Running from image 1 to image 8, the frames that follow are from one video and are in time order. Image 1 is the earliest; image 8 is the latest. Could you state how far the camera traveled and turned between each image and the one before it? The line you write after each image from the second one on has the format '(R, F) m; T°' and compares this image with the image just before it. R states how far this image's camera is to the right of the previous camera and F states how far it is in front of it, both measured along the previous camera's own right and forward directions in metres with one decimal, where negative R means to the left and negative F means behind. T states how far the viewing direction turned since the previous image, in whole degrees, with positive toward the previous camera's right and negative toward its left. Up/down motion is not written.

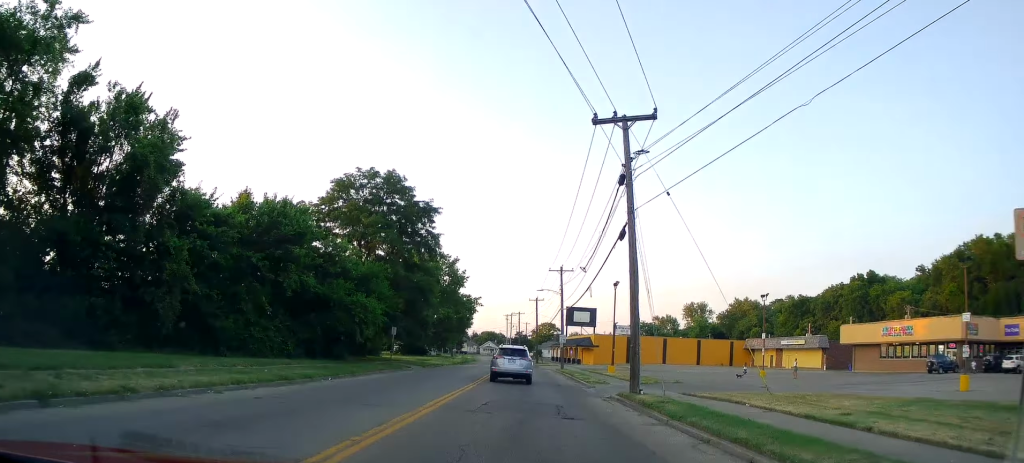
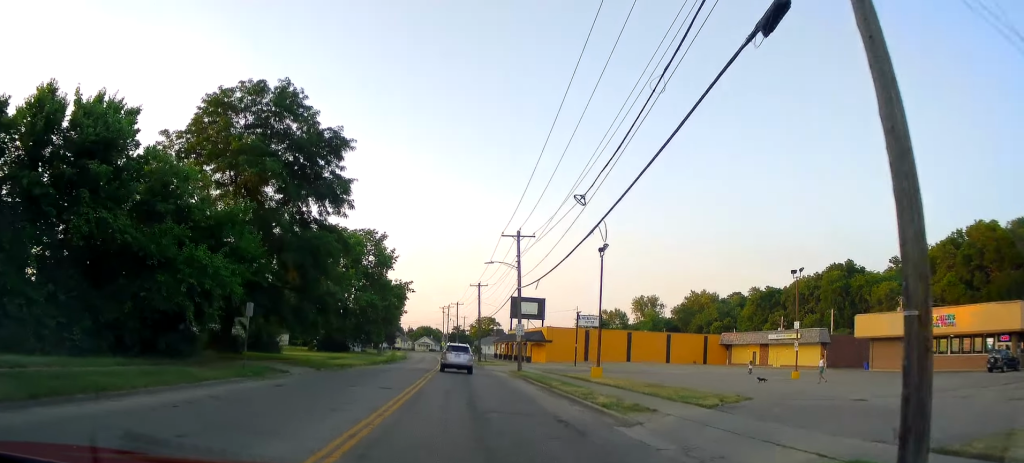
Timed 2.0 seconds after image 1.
(+1.9, +13.4) m; +8°
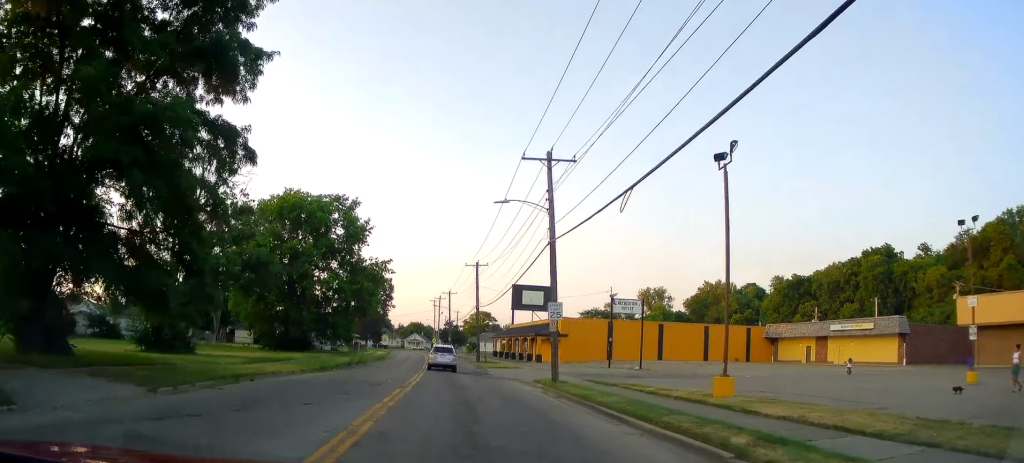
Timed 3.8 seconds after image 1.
(-0.5, +15.9) m; +1°
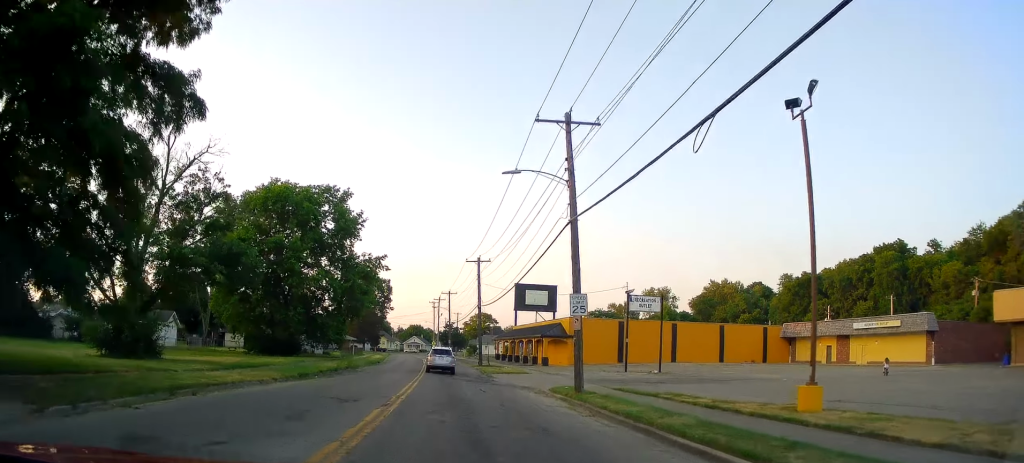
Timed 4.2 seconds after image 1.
(+0.3, +4.6) m; +1°
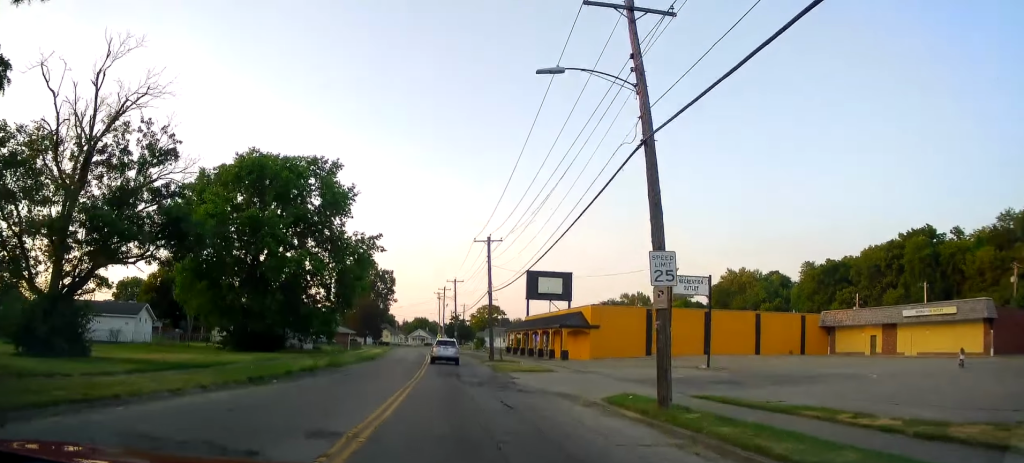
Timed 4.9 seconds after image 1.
(+0.2, +7.6) m; +2°
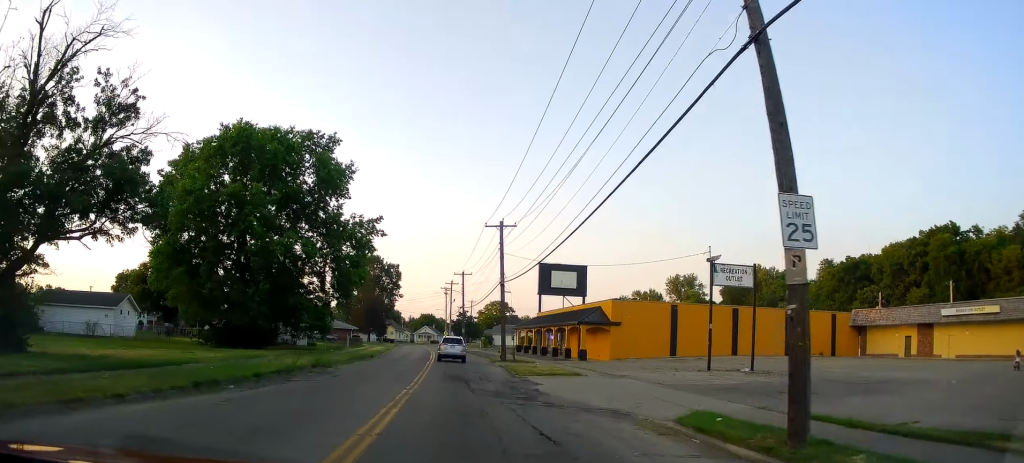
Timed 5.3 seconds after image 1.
(-0.1, +5.1) m; +1°
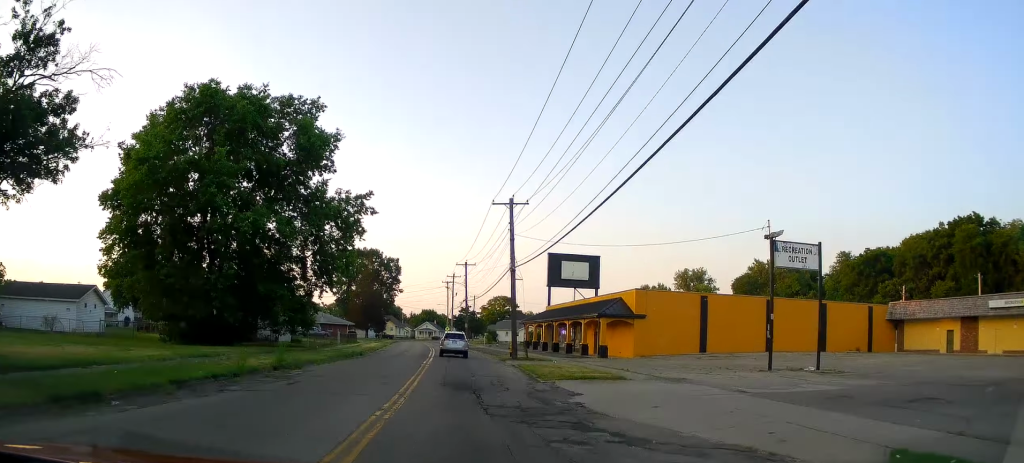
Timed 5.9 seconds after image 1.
(-0.1, +6.4) m; 0°
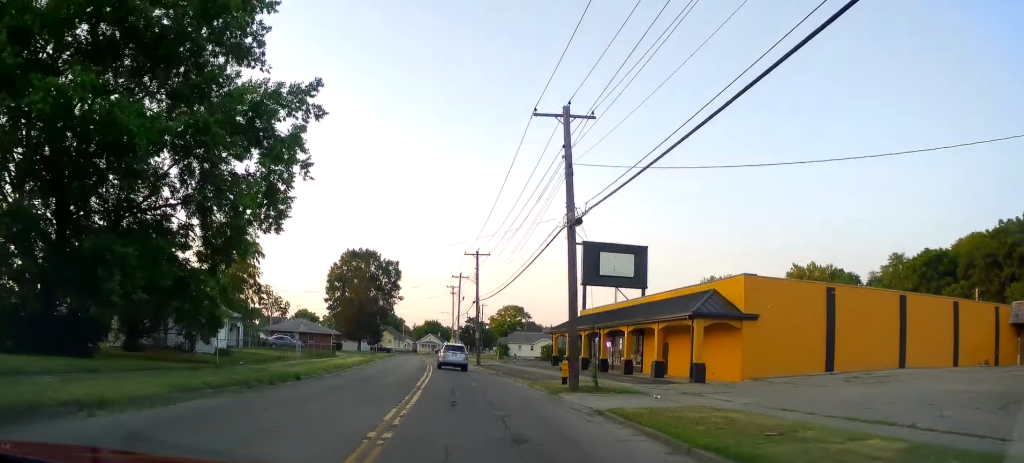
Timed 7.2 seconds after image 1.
(-0.5, +17.2) m; -6°
